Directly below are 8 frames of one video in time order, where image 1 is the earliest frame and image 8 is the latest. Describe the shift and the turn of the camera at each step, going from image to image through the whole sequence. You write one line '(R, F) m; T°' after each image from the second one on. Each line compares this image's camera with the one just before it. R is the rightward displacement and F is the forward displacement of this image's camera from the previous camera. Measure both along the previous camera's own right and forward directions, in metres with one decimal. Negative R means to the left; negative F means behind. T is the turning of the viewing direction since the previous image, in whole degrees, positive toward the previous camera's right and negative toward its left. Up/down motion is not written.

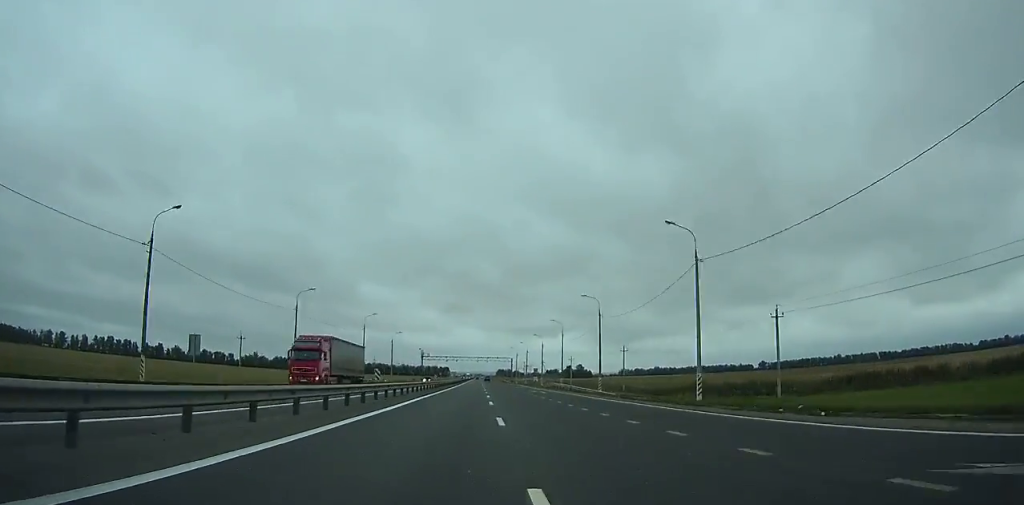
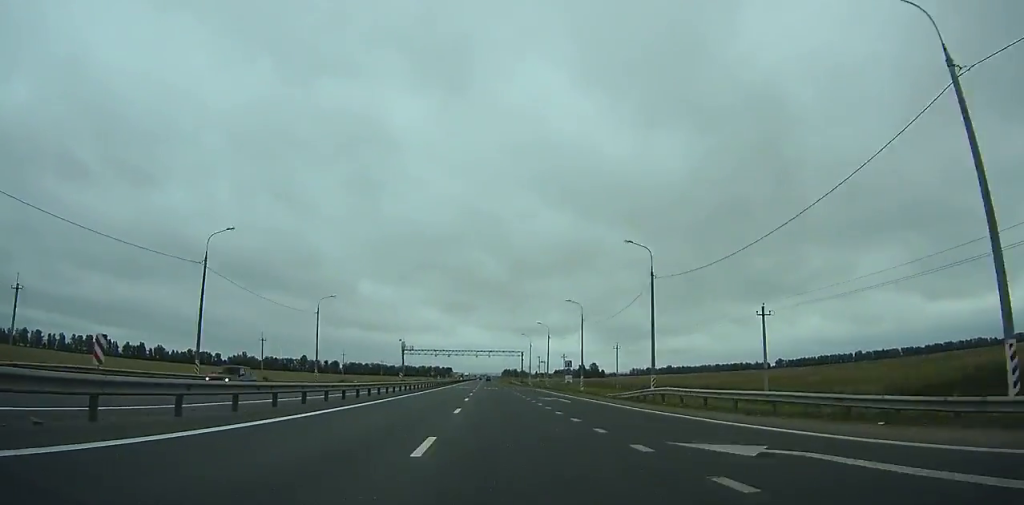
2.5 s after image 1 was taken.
(+0.5, +56.5) m; 0°
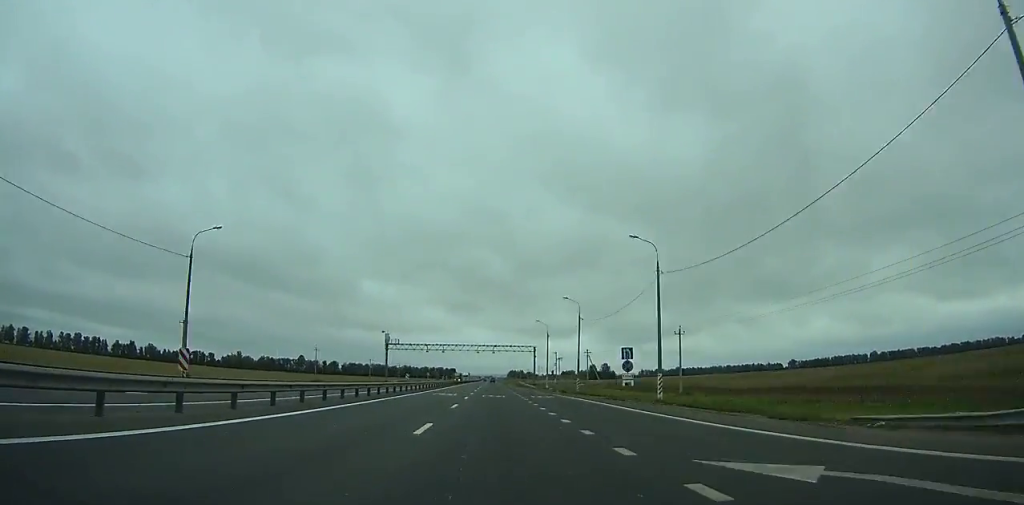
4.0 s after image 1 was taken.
(+0.2, +33.3) m; 0°
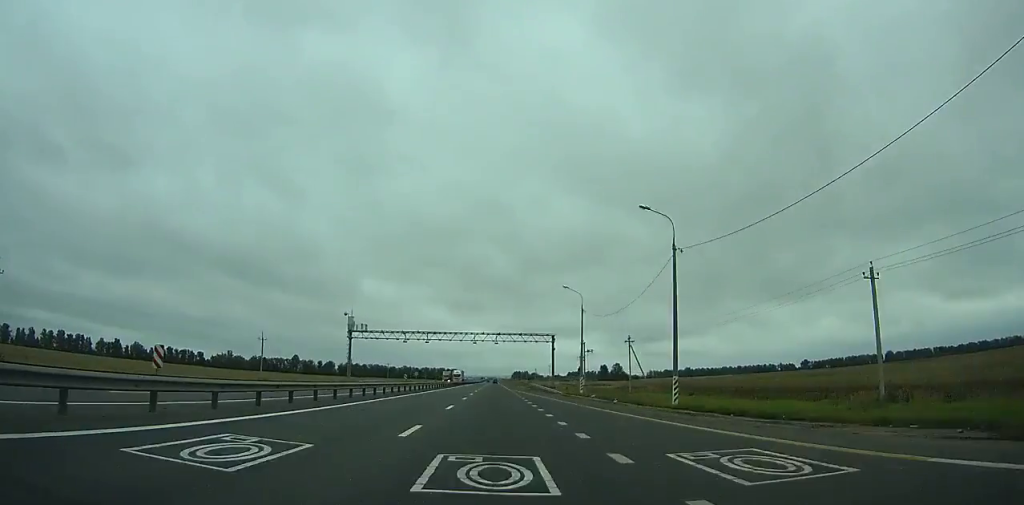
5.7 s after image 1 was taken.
(-0.3, +37.5) m; -1°
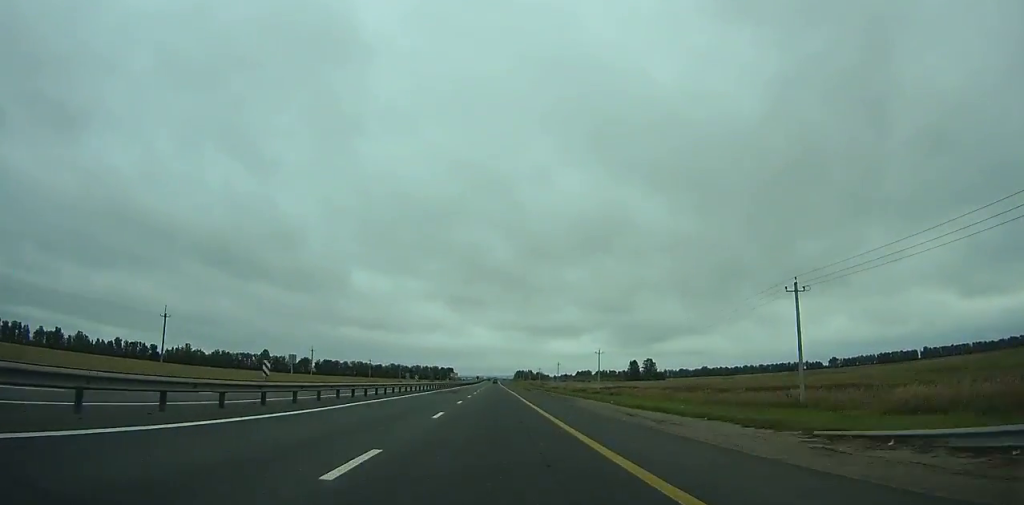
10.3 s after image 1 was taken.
(-1.0, +101.3) m; -1°
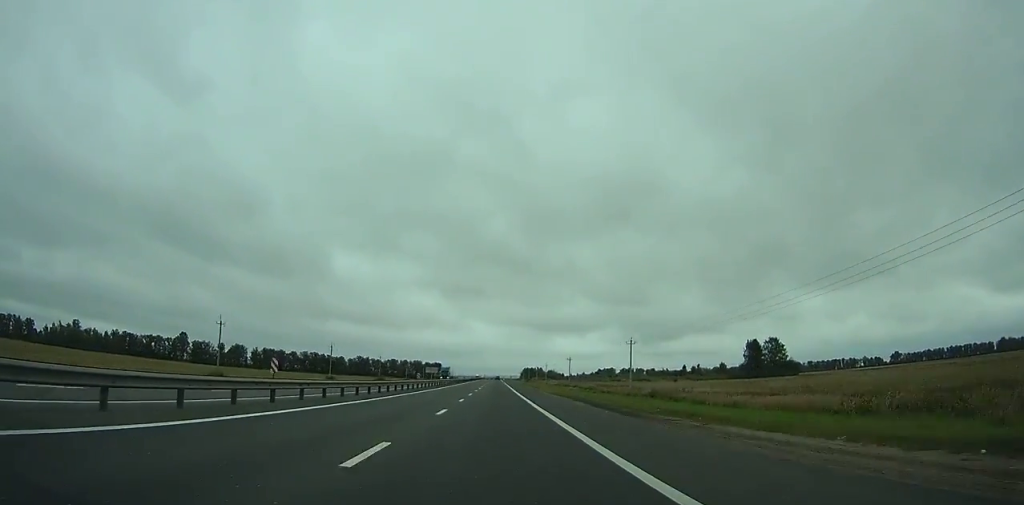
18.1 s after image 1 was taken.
(+0.7, +176.9) m; 0°
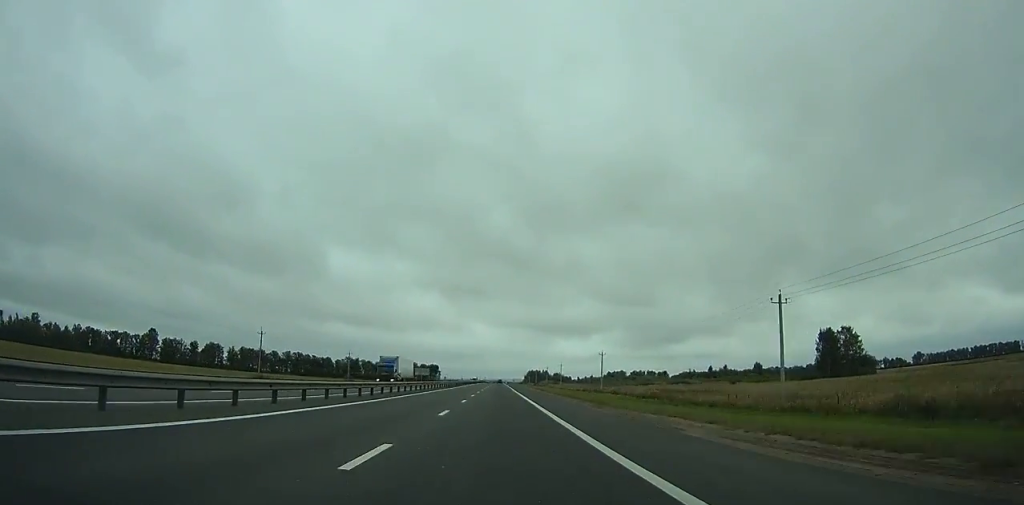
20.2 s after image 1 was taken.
(-0.1, +48.8) m; 0°
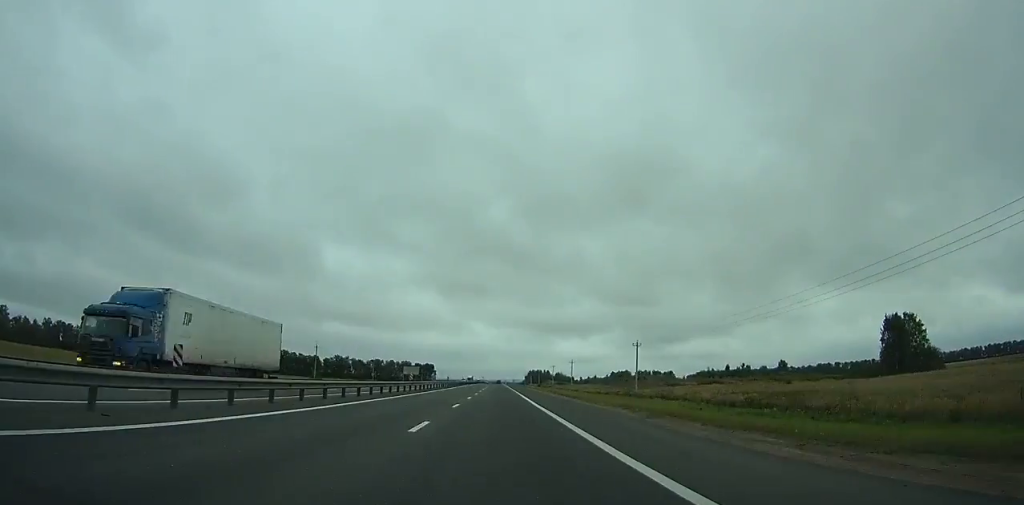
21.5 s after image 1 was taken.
(-0.1, +30.4) m; 0°
